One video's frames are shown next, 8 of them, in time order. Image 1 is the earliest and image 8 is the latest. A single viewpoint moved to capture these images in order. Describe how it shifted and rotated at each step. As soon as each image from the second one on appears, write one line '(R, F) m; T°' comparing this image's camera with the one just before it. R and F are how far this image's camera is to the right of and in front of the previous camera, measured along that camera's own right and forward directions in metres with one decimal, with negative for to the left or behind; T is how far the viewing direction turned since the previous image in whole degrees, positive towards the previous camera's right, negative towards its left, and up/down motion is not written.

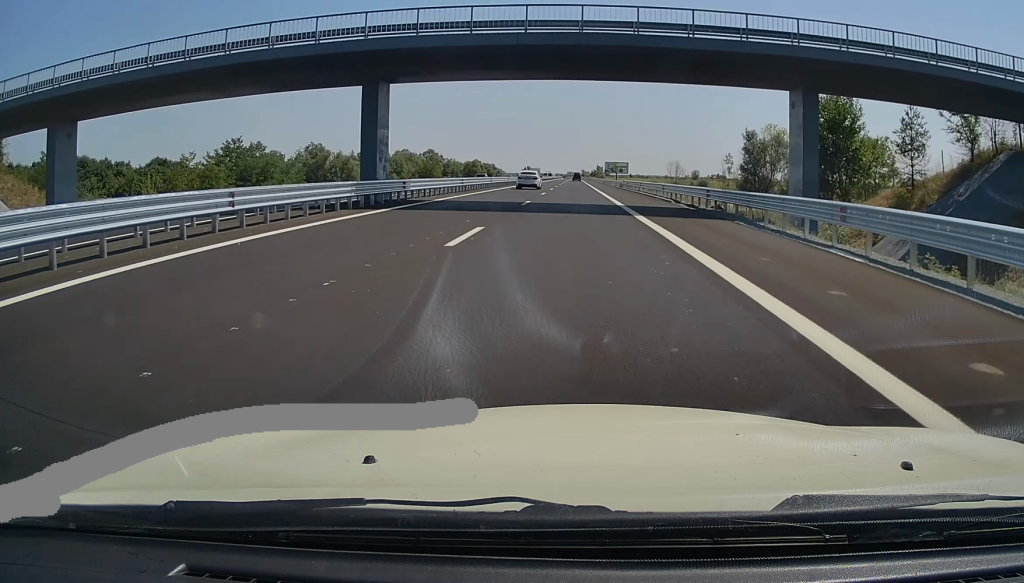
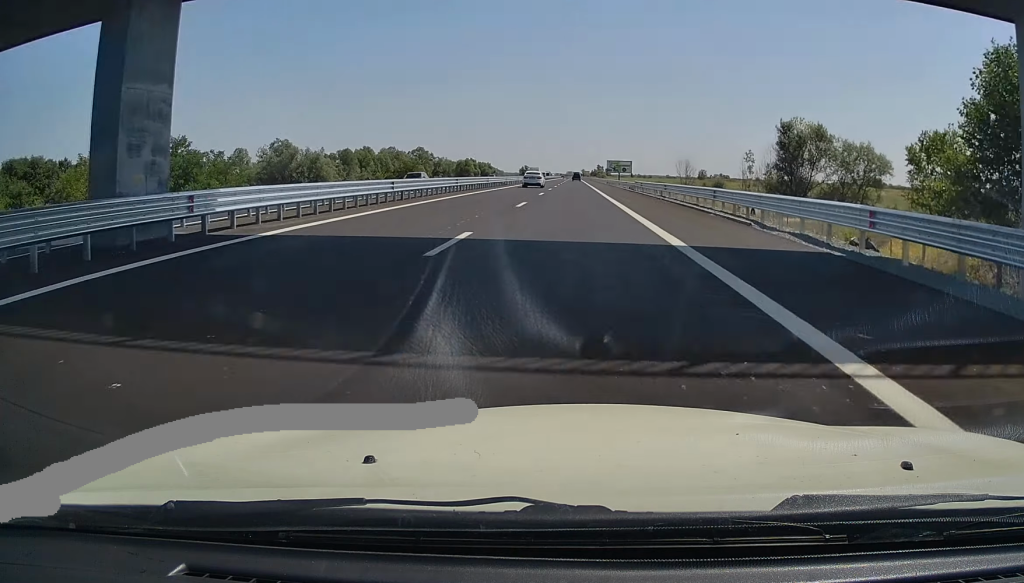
(-0.1, +17.8) m; 0°
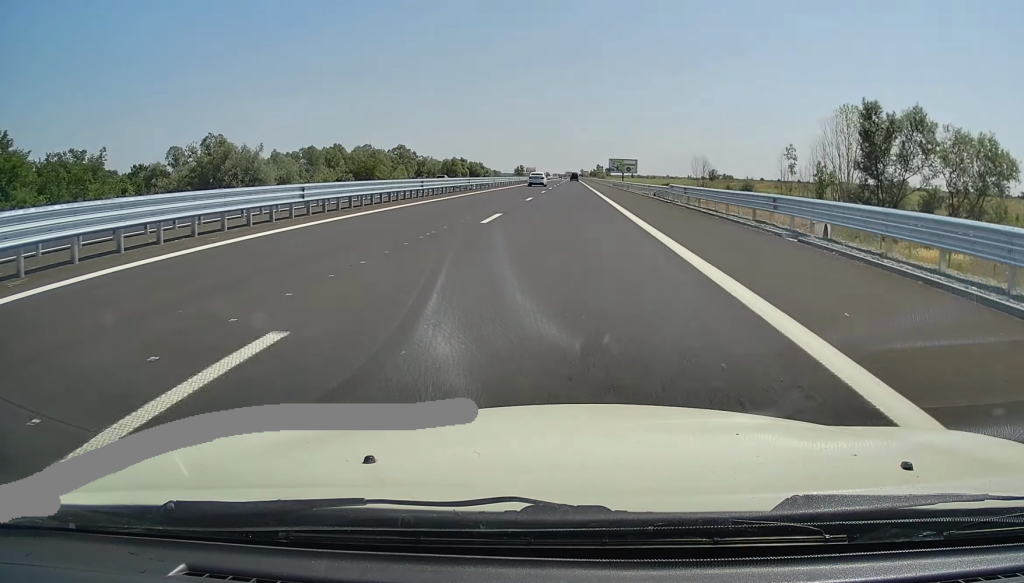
(-0.2, +25.5) m; 0°
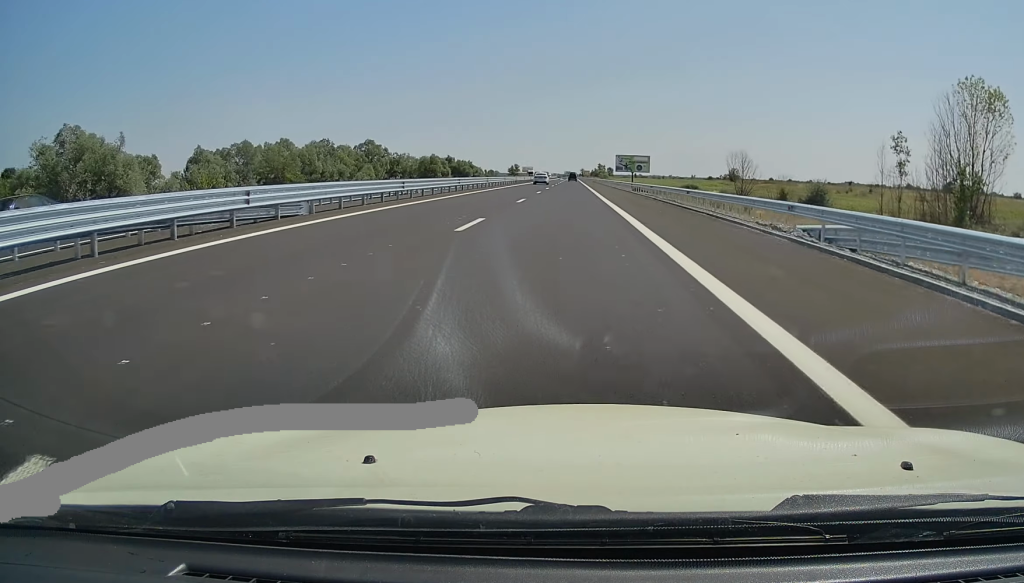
(+0.4, +35.0) m; +1°
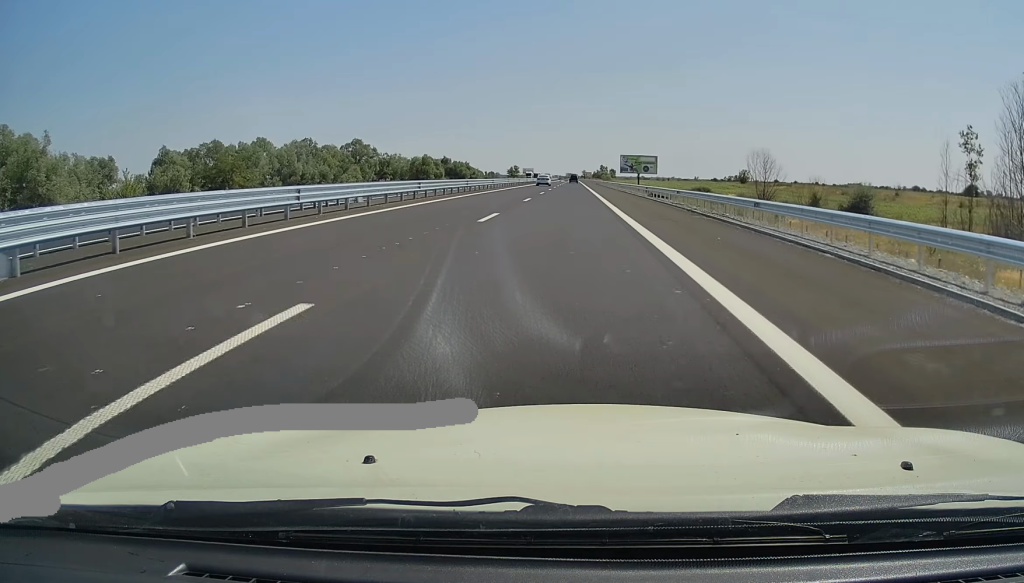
(0.0, +12.6) m; 0°
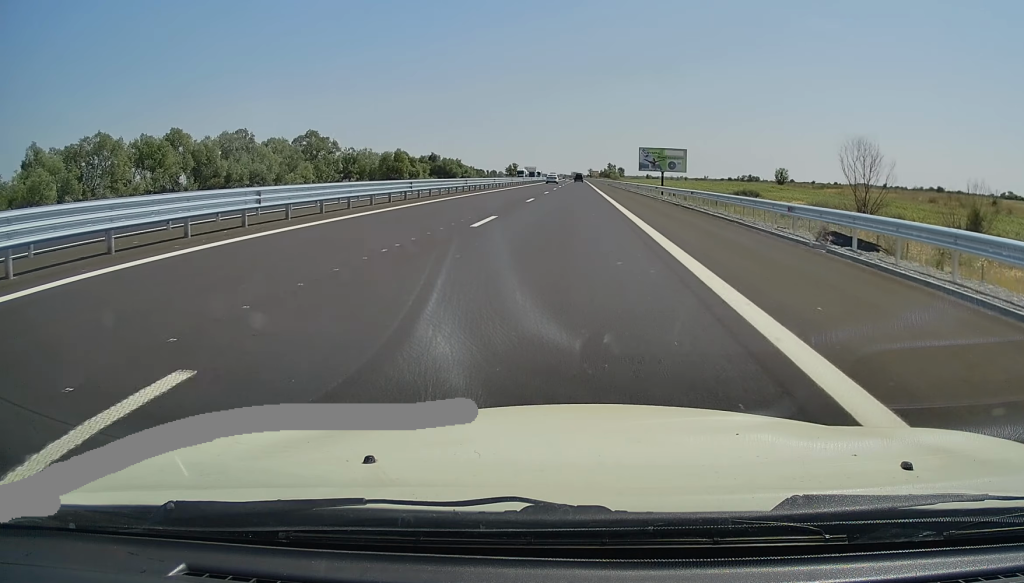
(0.0, +34.8) m; 0°
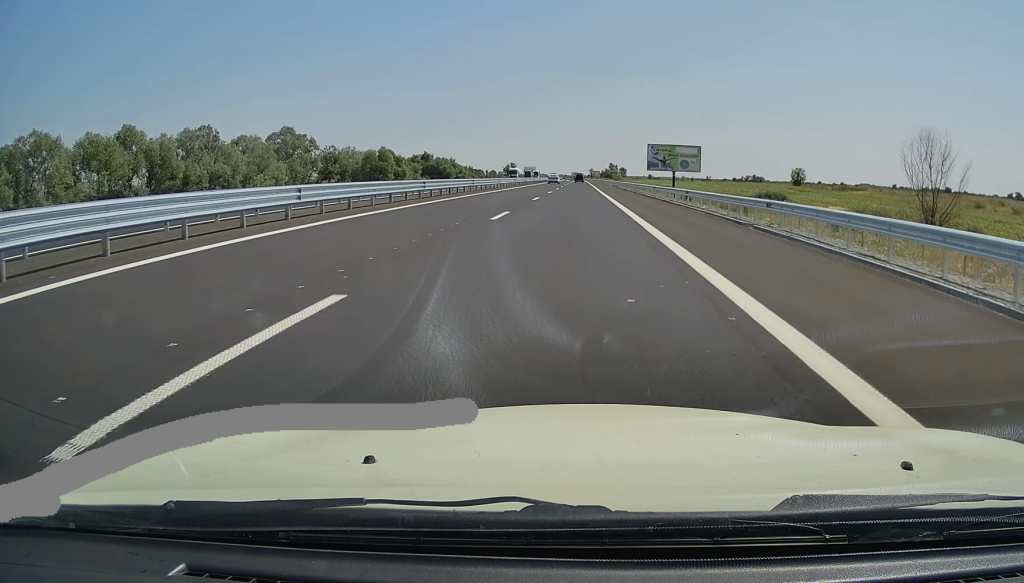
(0.0, +13.5) m; 0°
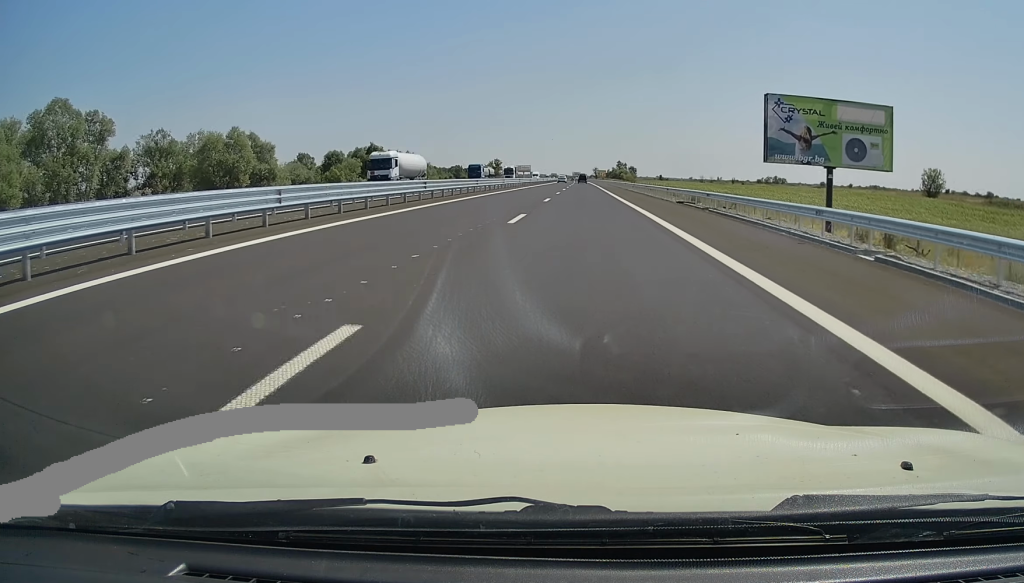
(-0.7, +66.6) m; -1°
